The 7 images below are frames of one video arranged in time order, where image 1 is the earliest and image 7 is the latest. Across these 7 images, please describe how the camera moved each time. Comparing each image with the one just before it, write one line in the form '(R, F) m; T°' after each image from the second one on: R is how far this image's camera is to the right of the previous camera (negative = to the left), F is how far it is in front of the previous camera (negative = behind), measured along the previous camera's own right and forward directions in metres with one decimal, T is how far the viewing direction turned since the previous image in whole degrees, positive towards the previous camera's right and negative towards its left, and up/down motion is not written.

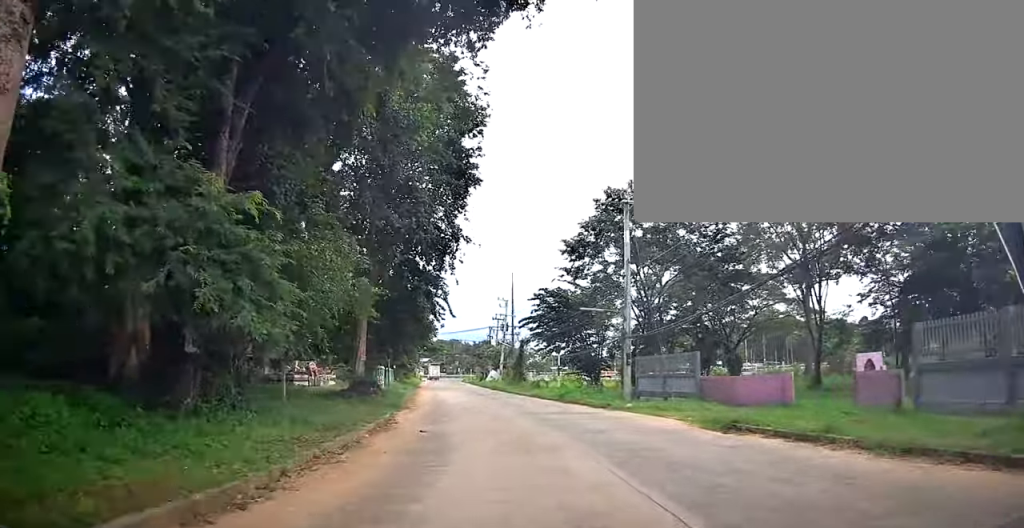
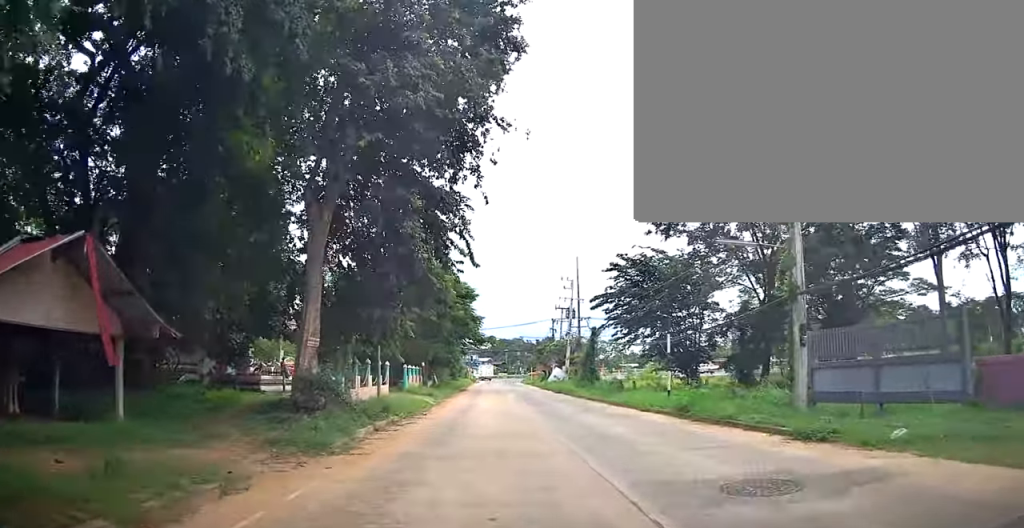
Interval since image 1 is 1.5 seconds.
(-0.6, +12.0) m; -2°
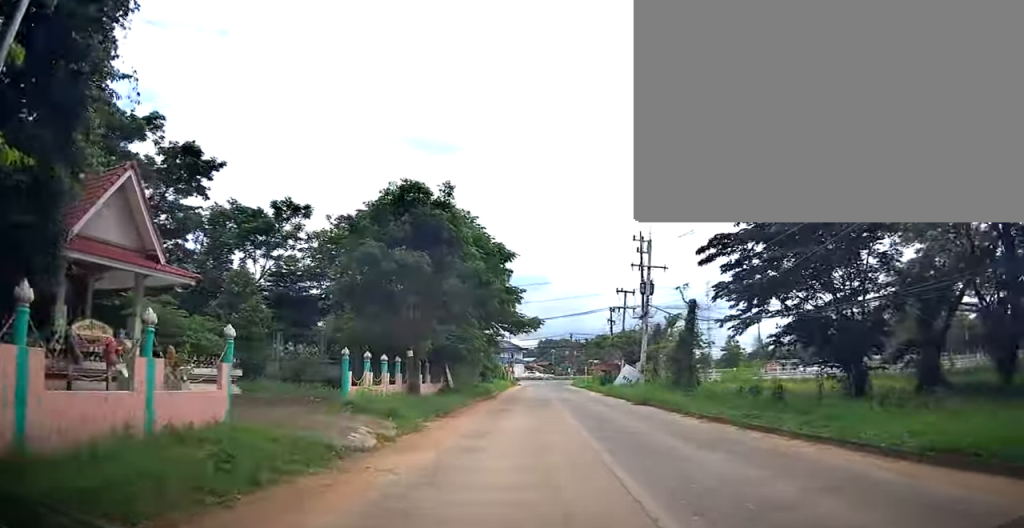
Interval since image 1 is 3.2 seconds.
(-0.3, +15.2) m; -8°
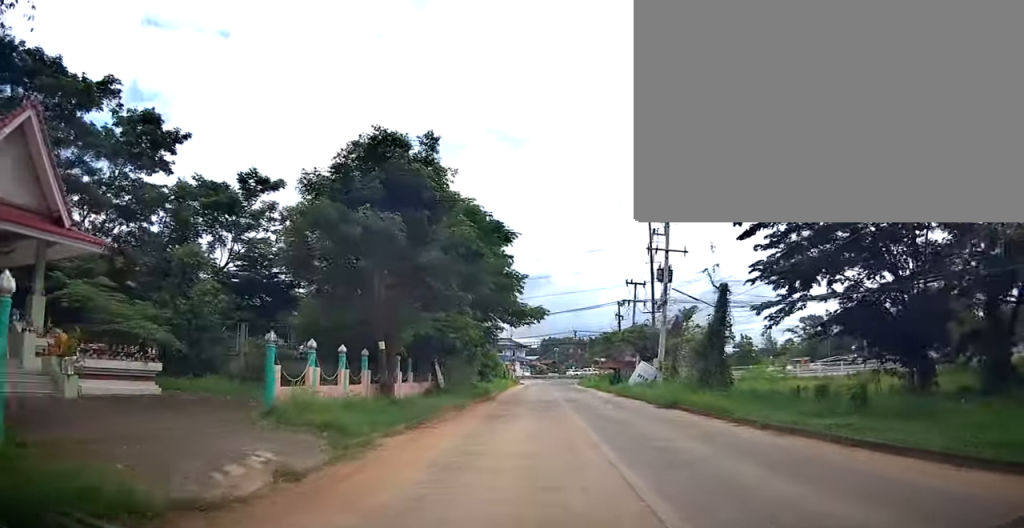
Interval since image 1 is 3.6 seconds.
(-0.4, +4.3) m; -3°
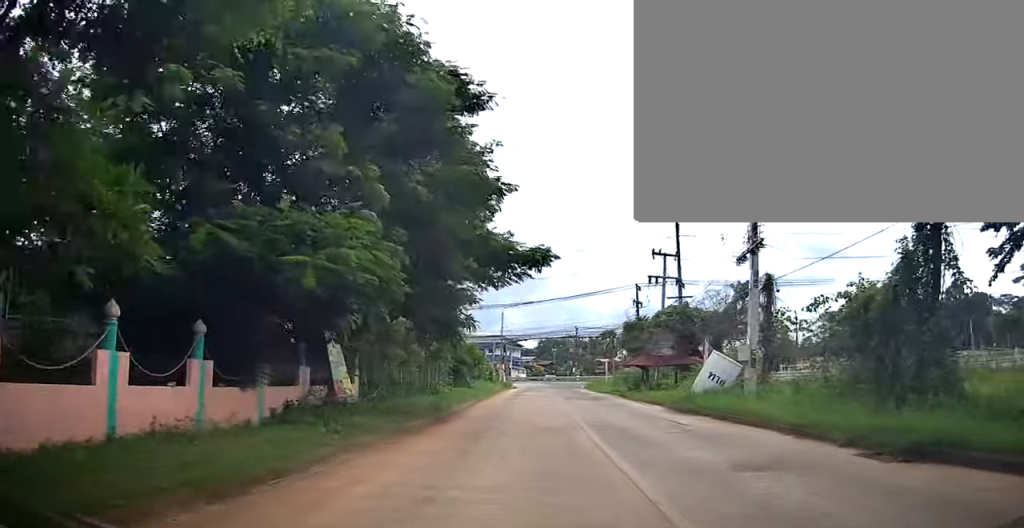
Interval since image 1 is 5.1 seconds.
(-0.5, +14.1) m; -1°
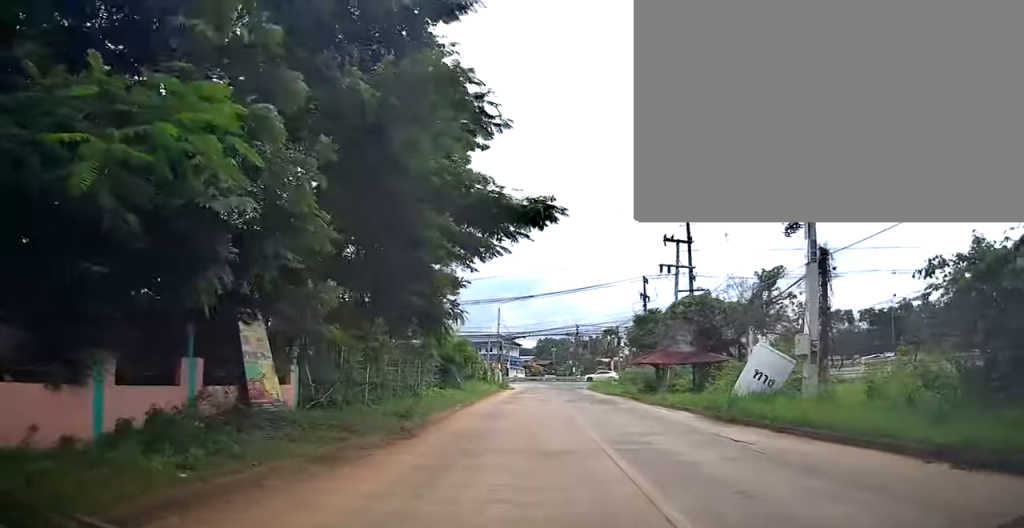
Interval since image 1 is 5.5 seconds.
(+0.1, +4.3) m; 0°
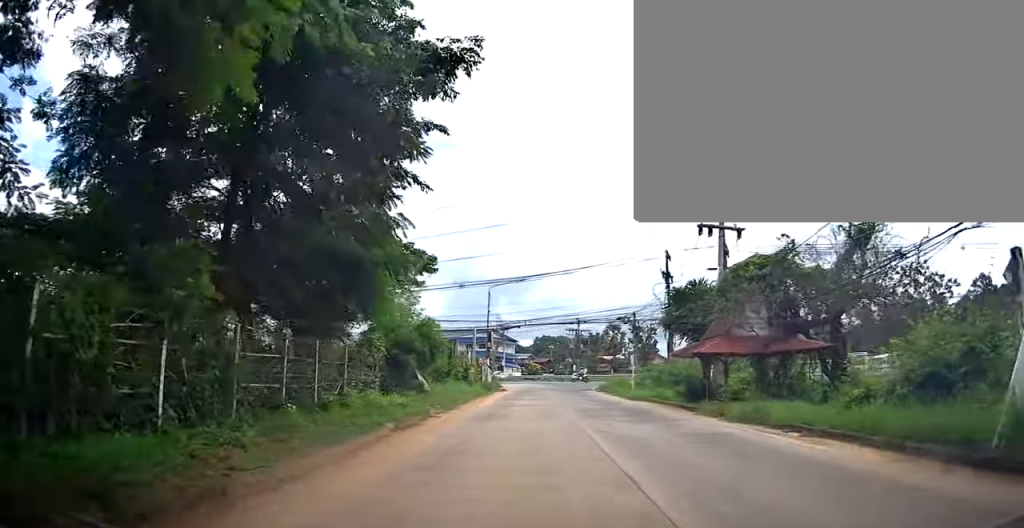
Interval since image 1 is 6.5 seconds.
(0.0, +10.0) m; -1°
